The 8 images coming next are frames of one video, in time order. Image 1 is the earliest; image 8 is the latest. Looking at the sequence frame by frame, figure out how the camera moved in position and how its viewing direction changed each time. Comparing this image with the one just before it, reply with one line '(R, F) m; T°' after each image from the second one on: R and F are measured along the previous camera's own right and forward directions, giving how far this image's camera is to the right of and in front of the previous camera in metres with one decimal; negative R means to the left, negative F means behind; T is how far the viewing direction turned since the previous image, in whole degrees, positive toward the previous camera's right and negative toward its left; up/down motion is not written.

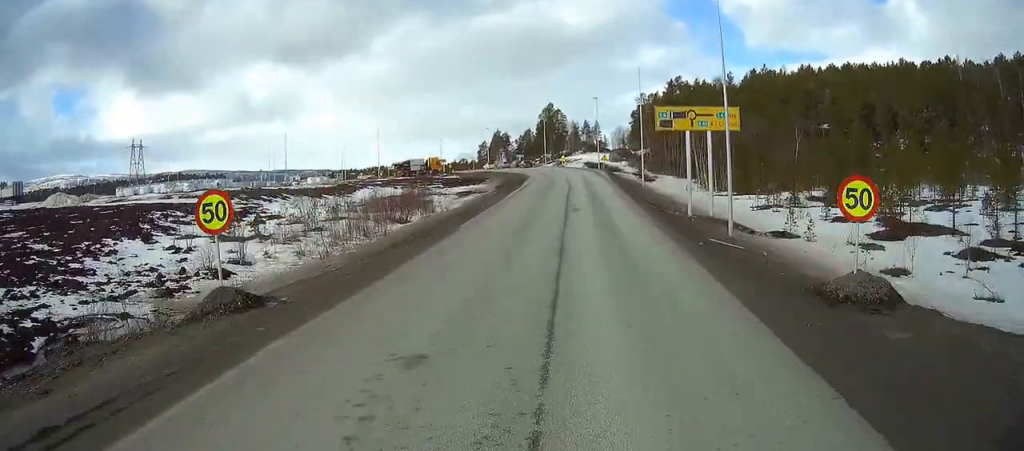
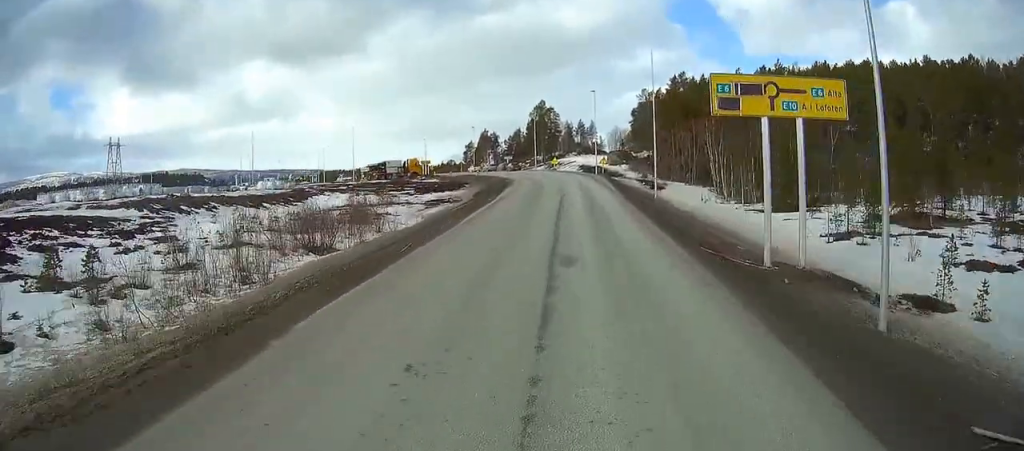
(+0.1, +14.3) m; 0°
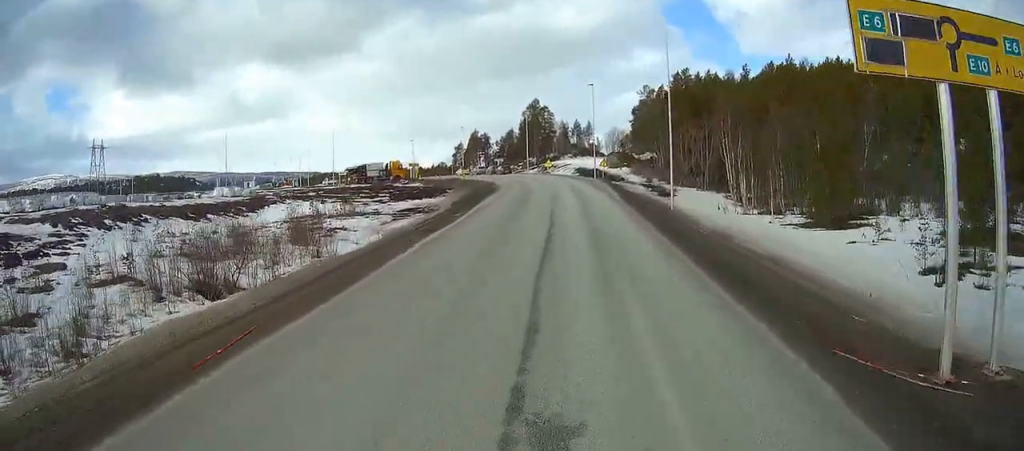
(0.0, +10.1) m; 0°
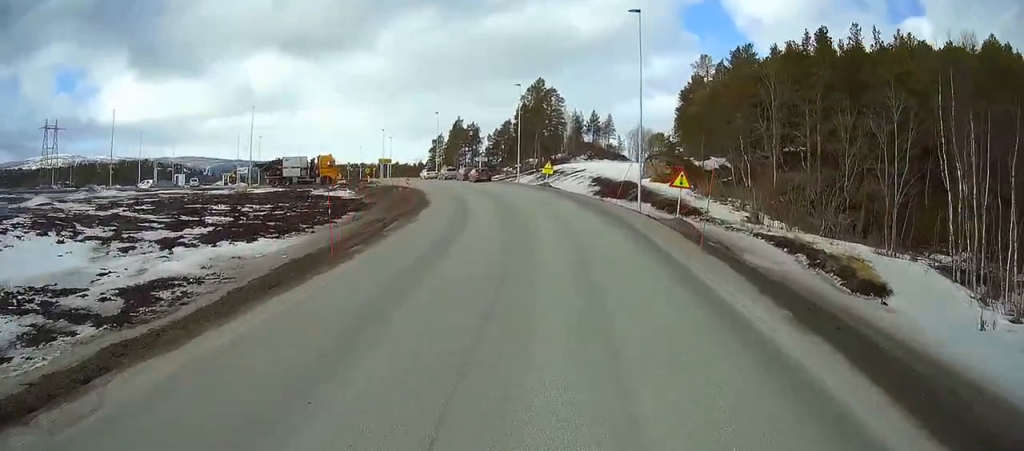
(-0.1, +40.9) m; -1°
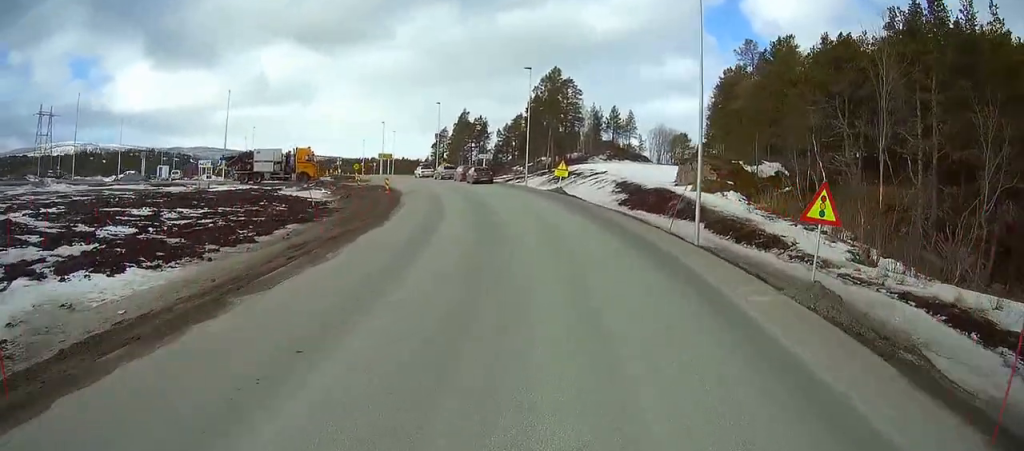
(-0.1, +12.5) m; -1°
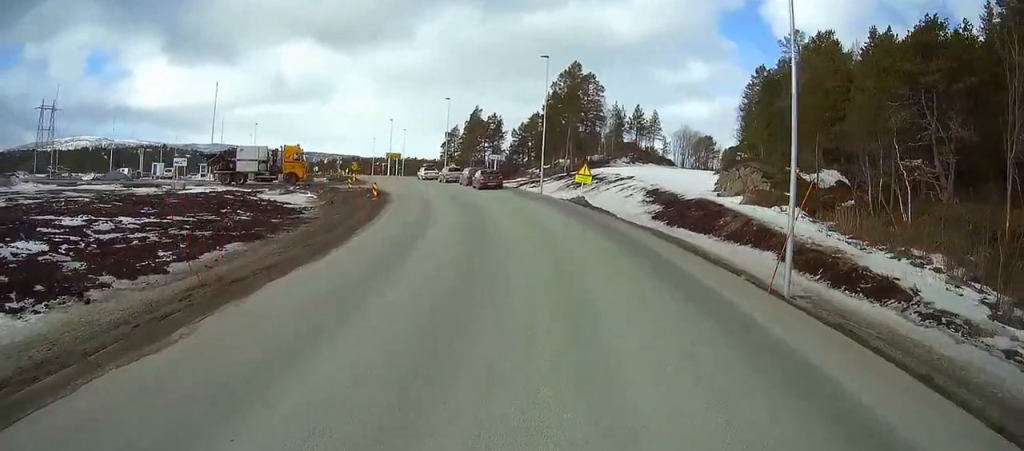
(-0.1, +8.5) m; -1°
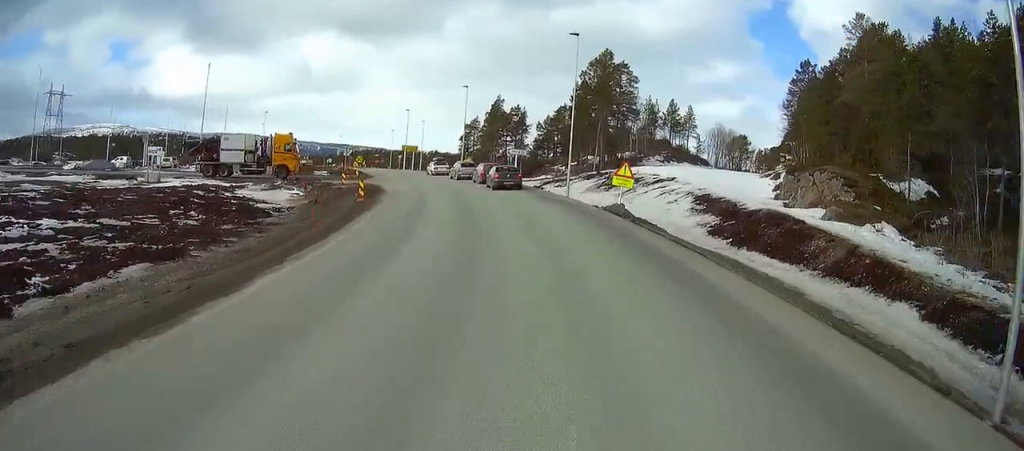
(-0.1, +8.7) m; -1°
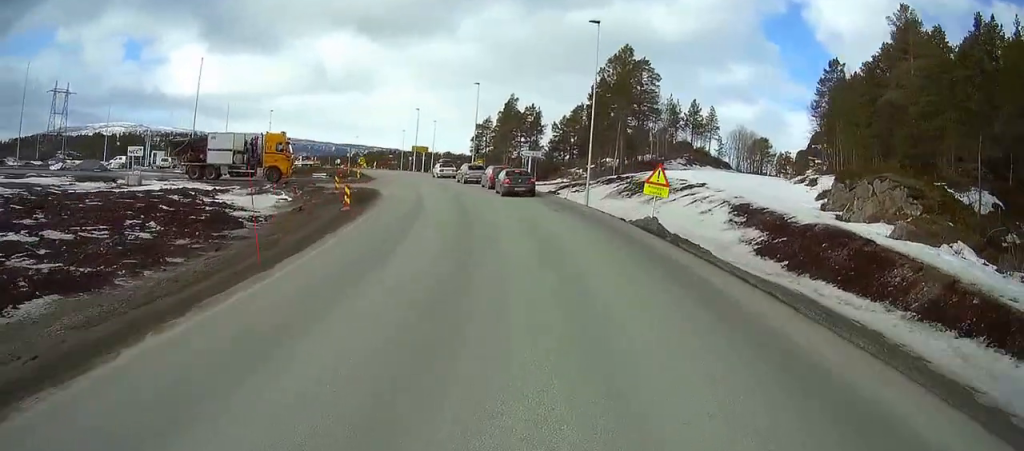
(-0.1, +5.4) m; -1°
